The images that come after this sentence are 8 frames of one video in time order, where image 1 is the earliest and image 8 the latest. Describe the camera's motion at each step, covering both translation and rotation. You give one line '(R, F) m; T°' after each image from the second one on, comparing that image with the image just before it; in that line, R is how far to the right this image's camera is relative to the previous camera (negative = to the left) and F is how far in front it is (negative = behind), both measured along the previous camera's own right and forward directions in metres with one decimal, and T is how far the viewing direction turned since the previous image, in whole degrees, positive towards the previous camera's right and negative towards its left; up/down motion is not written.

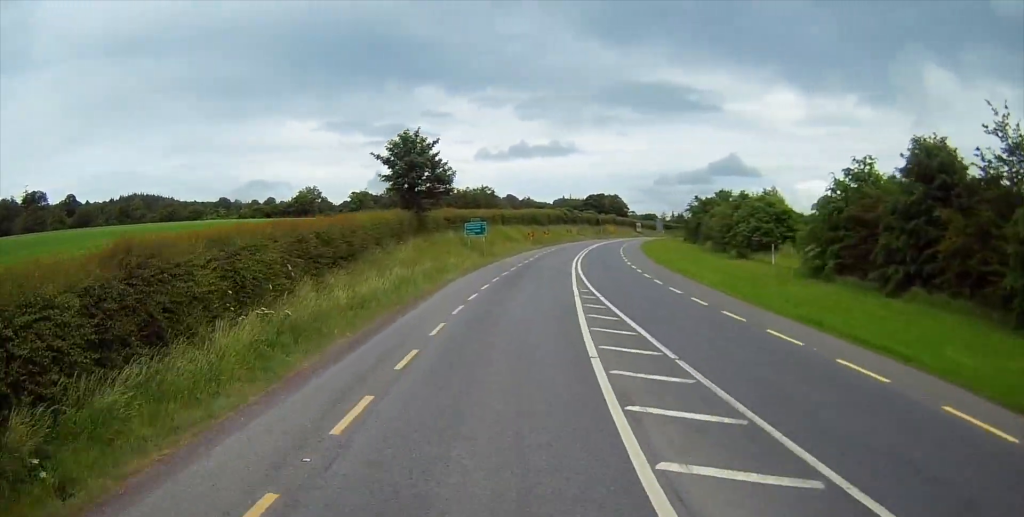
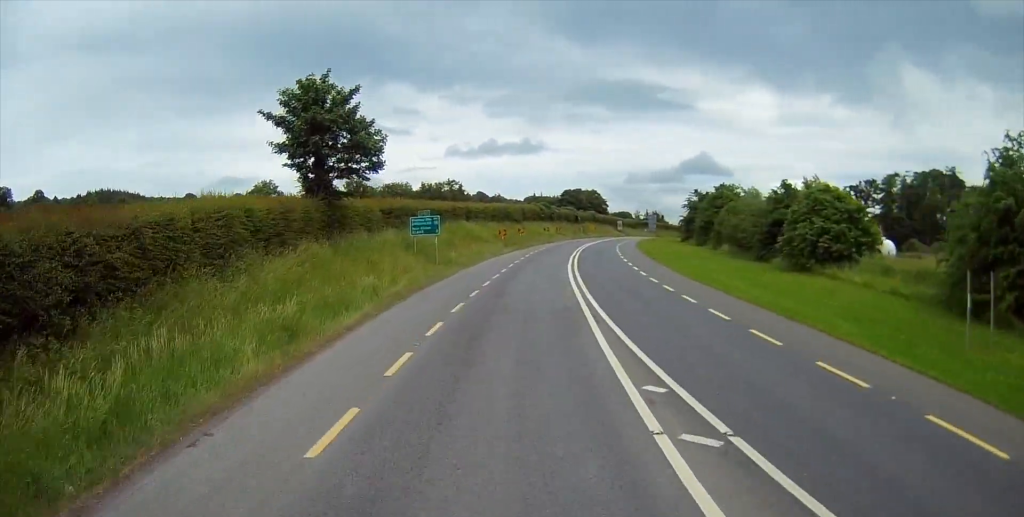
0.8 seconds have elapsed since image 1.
(+0.5, +16.8) m; +3°
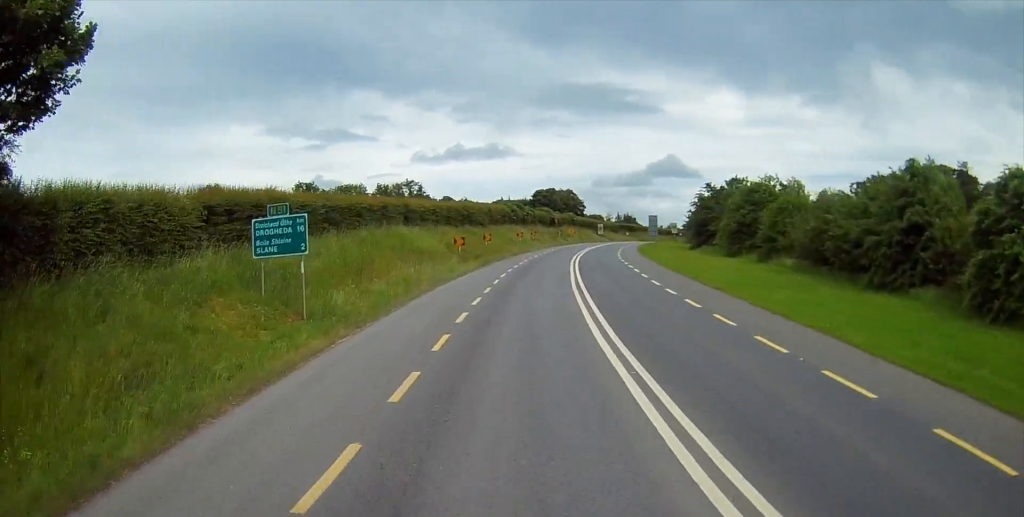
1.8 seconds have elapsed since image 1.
(+0.6, +21.0) m; +3°
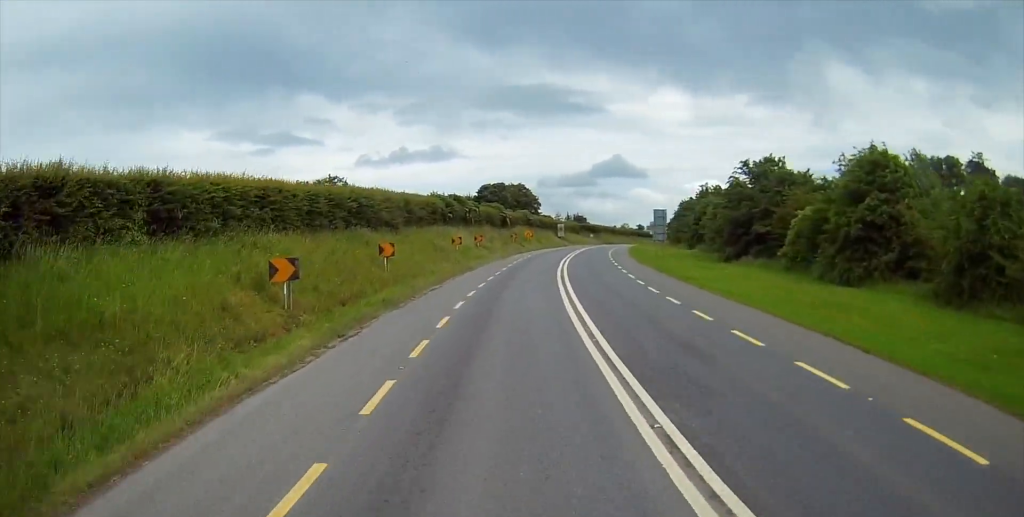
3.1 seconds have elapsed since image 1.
(+0.9, +28.1) m; +4°
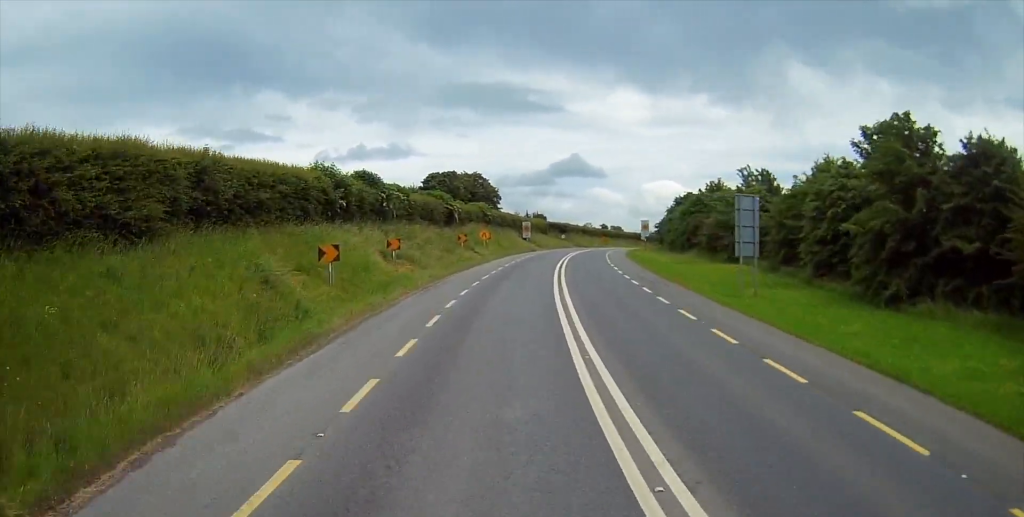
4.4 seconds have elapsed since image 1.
(+0.8, +27.5) m; +3°
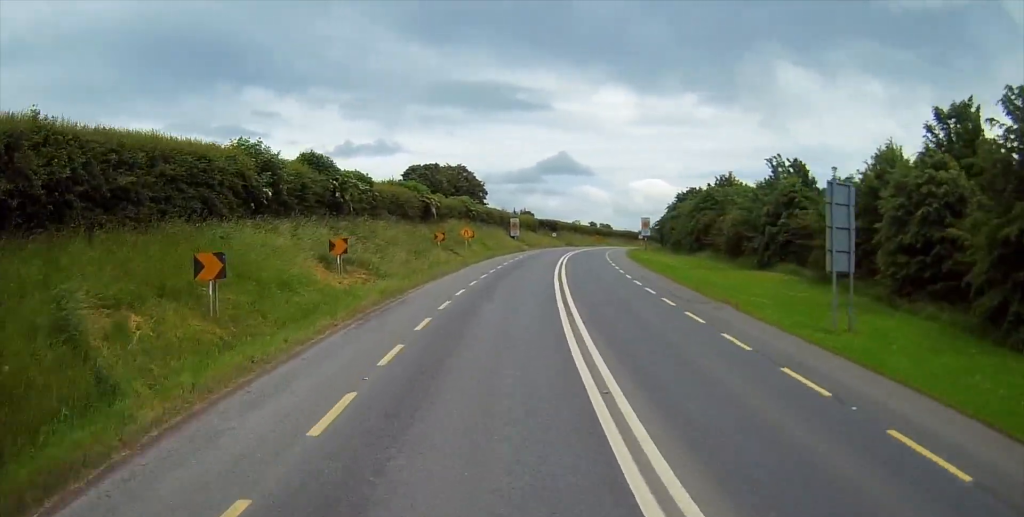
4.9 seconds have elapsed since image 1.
(-0.1, +9.2) m; +1°
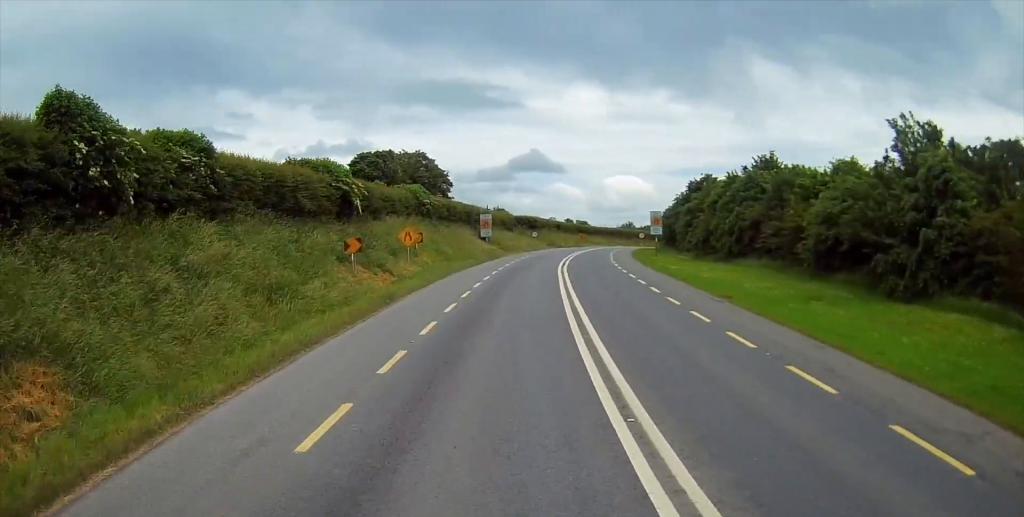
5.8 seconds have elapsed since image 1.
(+0.7, +20.3) m; +3°
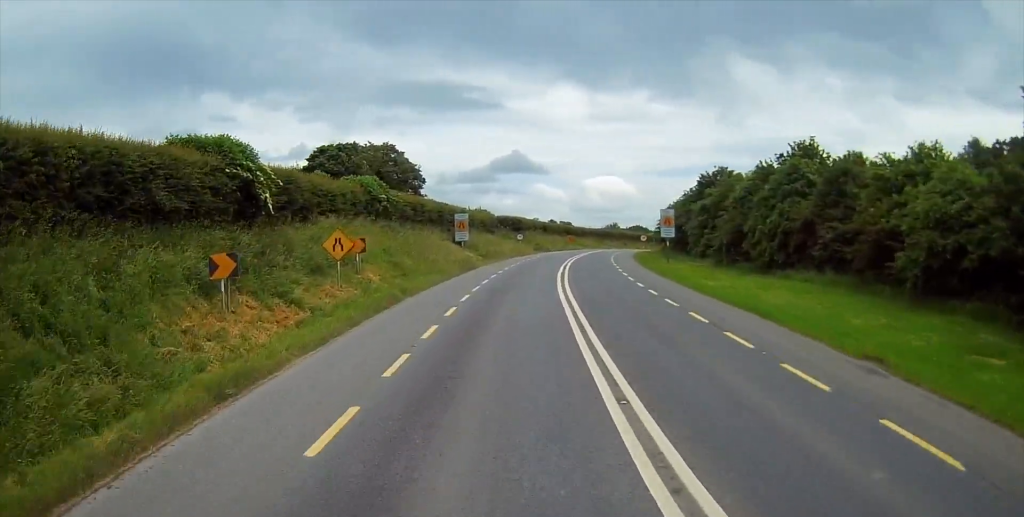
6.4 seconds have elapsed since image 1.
(+0.2, +11.9) m; +2°
